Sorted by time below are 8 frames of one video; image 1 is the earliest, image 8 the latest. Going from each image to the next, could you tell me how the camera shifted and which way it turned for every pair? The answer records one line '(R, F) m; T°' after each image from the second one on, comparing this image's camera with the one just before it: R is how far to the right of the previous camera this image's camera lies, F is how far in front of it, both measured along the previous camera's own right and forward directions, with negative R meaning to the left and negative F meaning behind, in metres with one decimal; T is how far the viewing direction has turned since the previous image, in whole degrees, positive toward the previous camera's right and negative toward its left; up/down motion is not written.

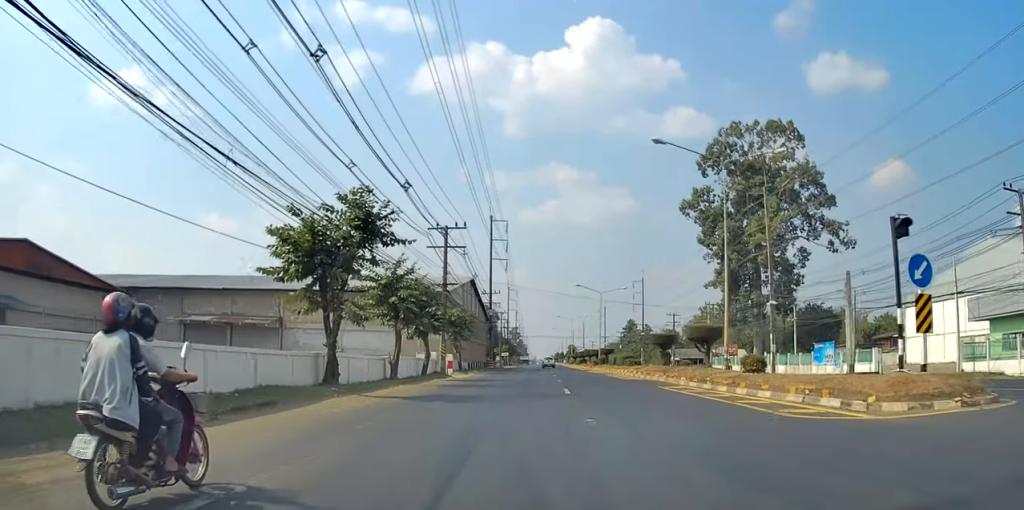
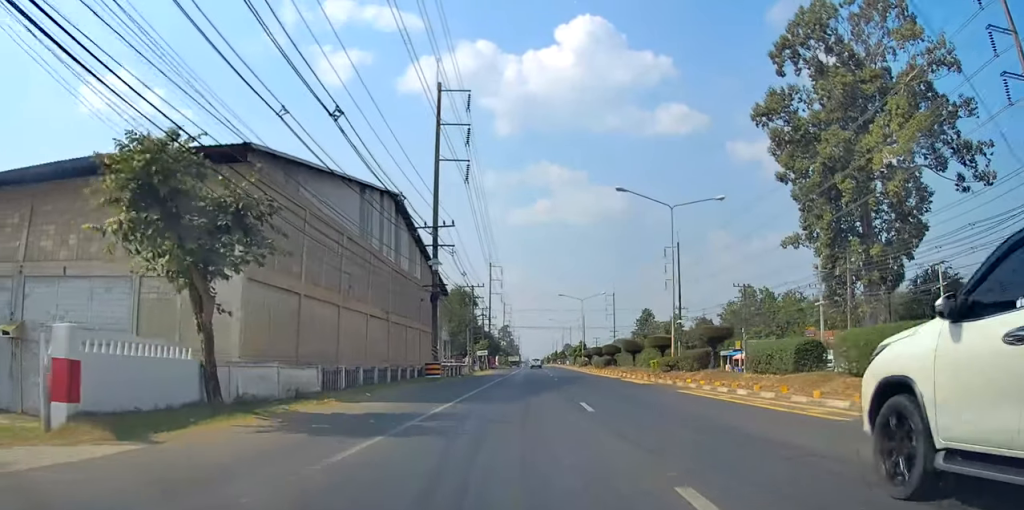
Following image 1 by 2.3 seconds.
(+0.9, +43.6) m; +3°
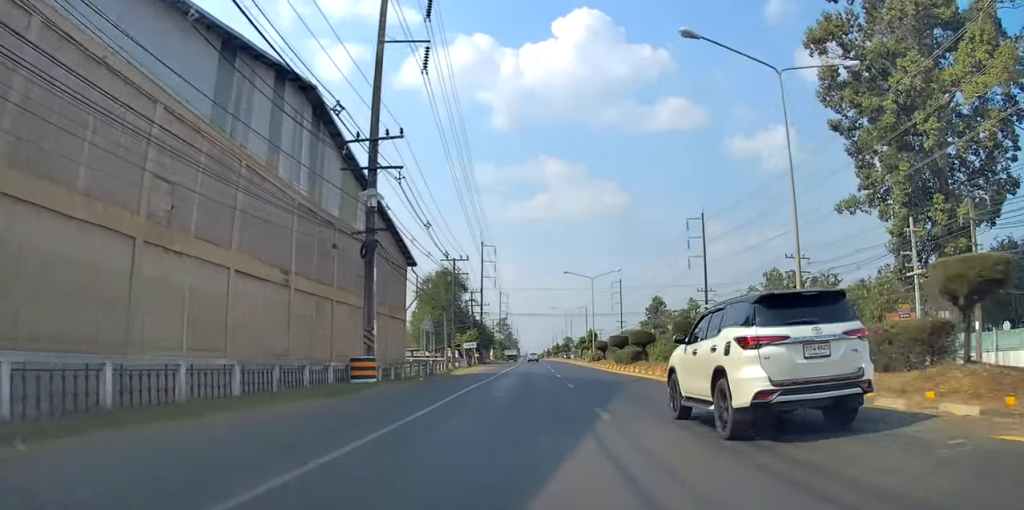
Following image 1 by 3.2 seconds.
(0.0, +17.1) m; 0°
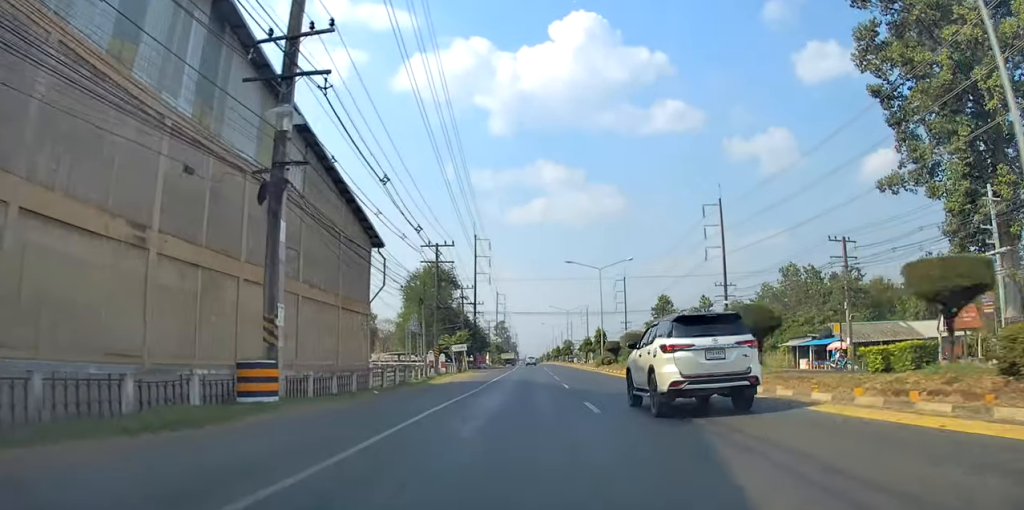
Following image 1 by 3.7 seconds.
(0.0, +9.2) m; 0°
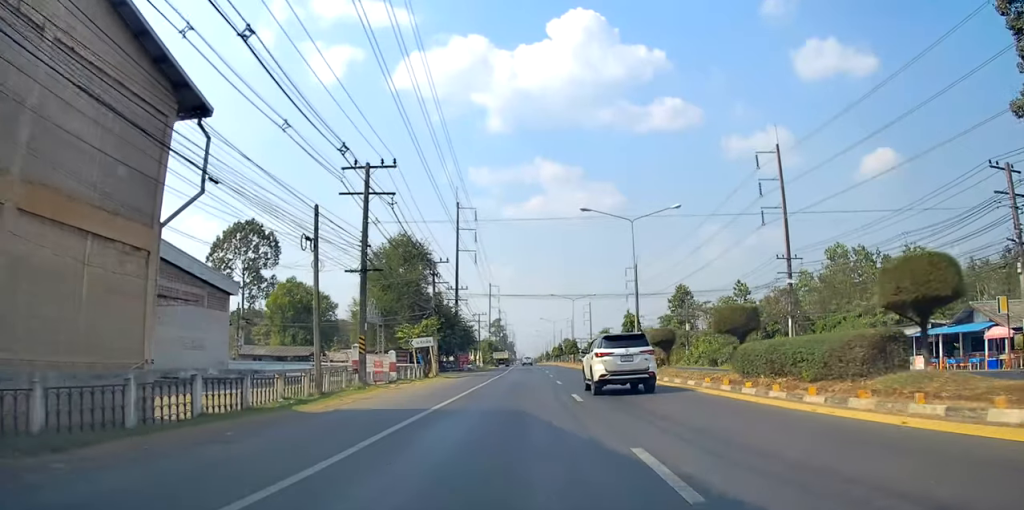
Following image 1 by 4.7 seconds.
(0.0, +19.9) m; 0°
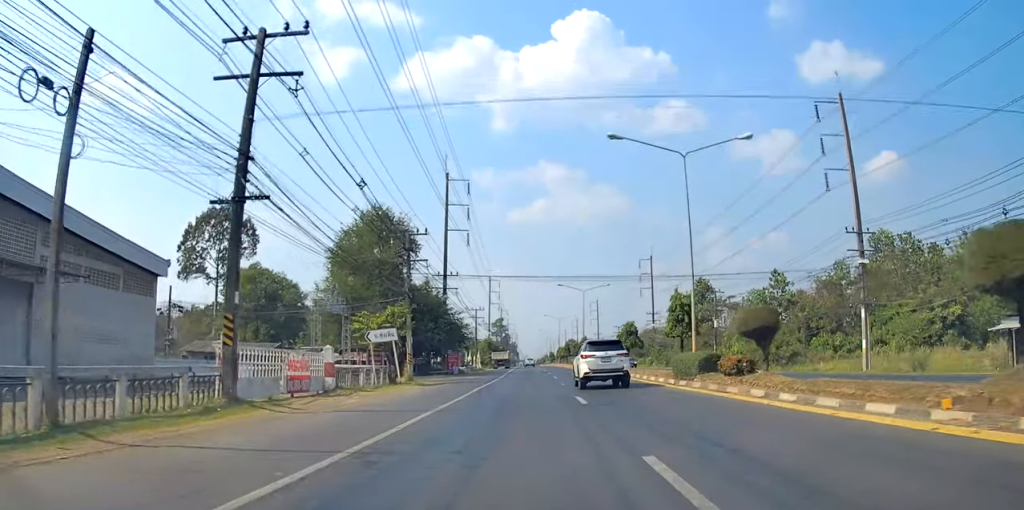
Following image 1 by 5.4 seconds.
(0.0, +13.0) m; 0°
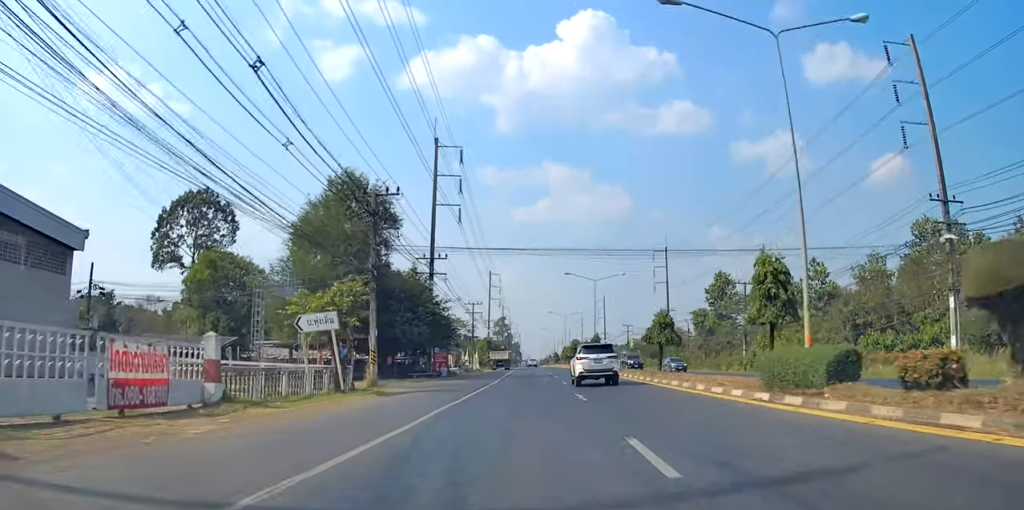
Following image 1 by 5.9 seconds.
(0.0, +10.1) m; 0°
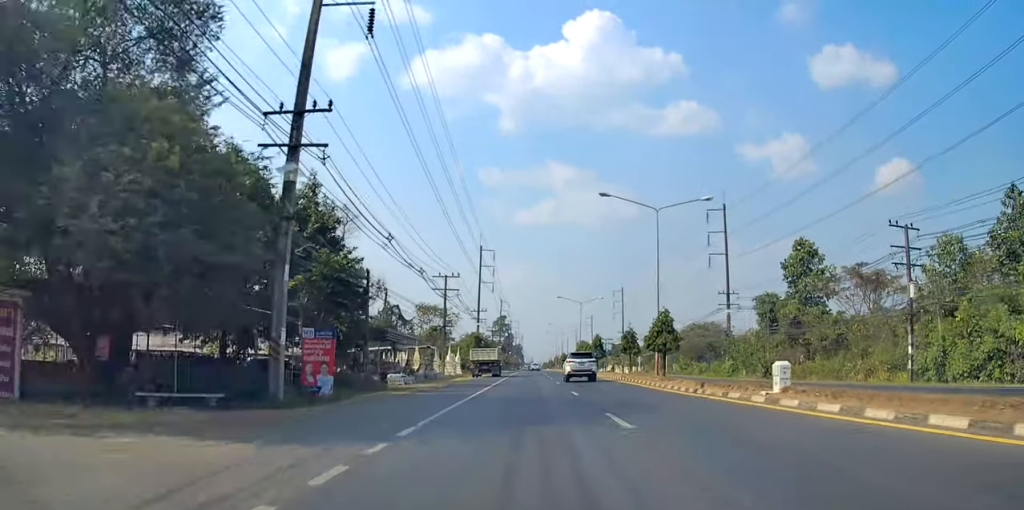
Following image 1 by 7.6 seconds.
(0.0, +31.1) m; -2°
